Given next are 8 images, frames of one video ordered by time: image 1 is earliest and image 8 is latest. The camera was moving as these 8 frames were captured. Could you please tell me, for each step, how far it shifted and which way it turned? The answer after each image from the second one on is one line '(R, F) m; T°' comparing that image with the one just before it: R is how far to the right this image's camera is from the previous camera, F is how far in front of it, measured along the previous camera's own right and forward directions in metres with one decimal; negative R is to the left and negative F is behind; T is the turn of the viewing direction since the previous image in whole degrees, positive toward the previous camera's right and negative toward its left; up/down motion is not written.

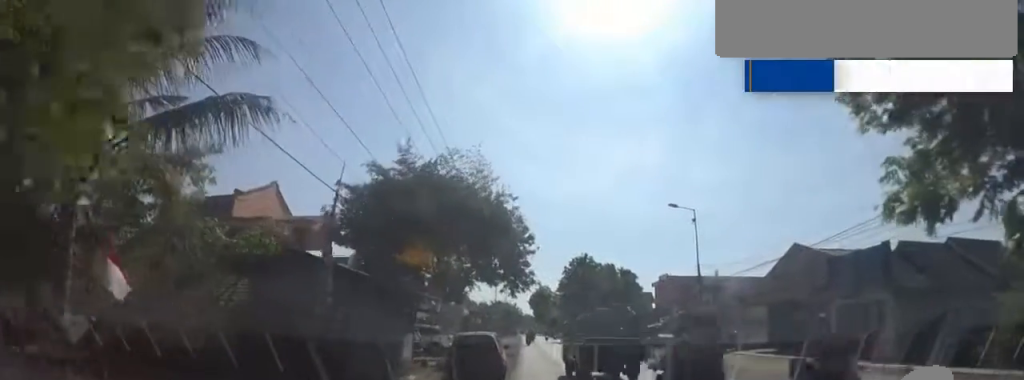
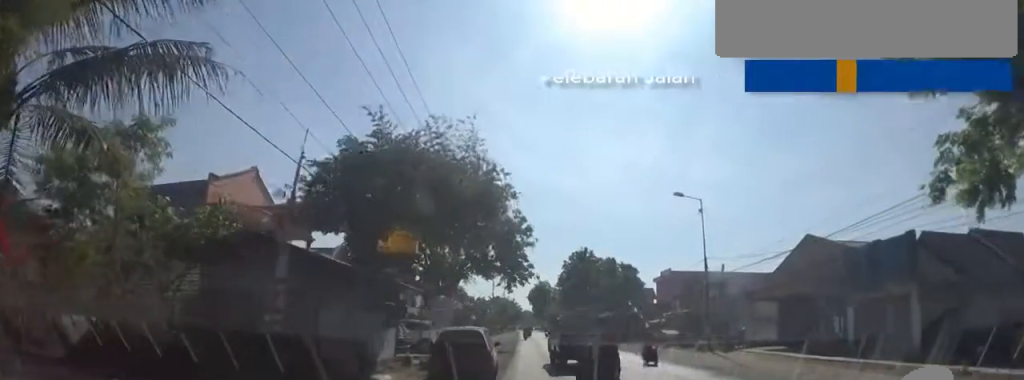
(-0.1, +1.8) m; -1°
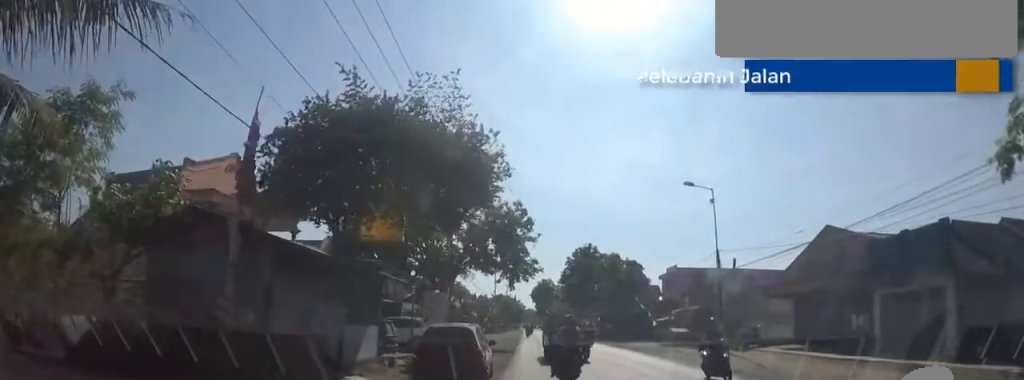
(0.0, +2.0) m; +4°
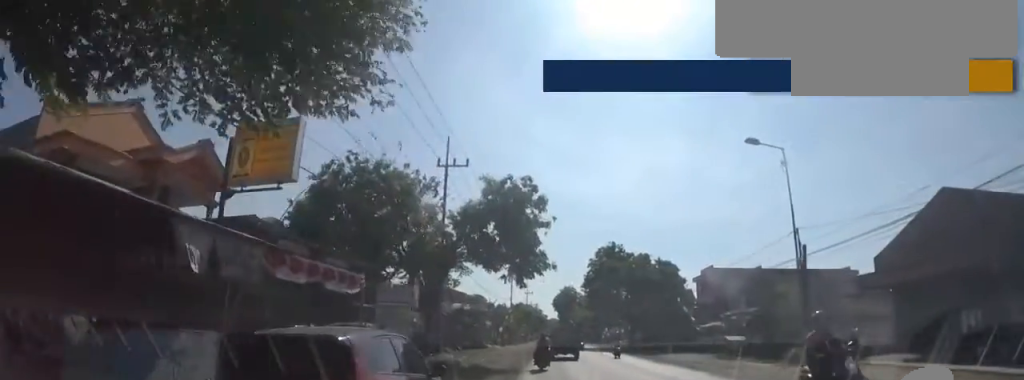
(+1.4, +7.6) m; +9°
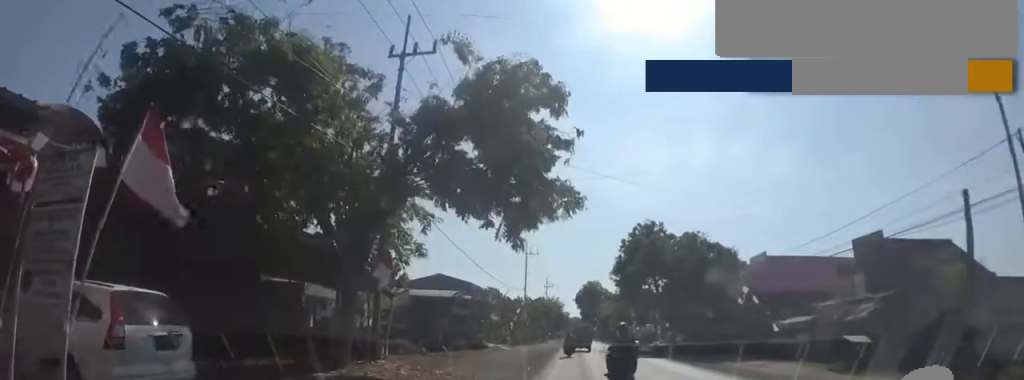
(-1.6, +10.7) m; -13°
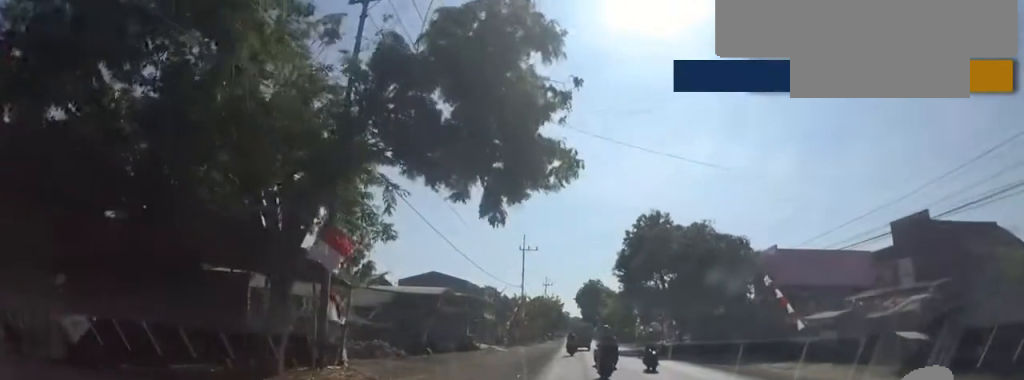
(0.0, +3.2) m; 0°
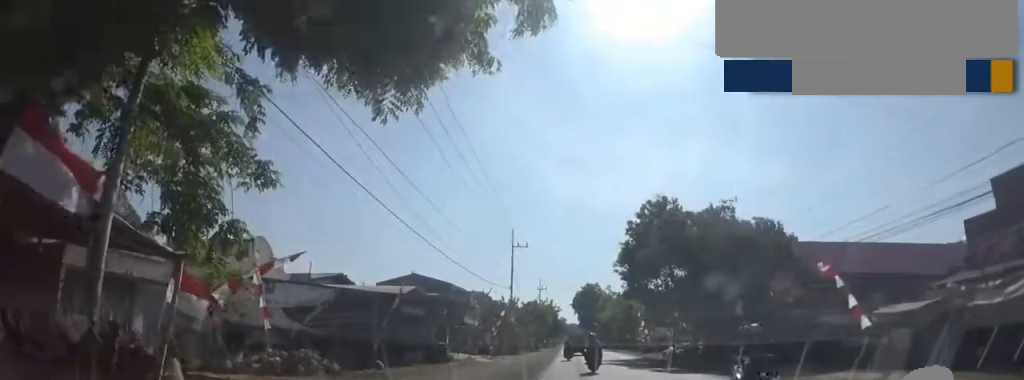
(0.0, +6.3) m; +3°
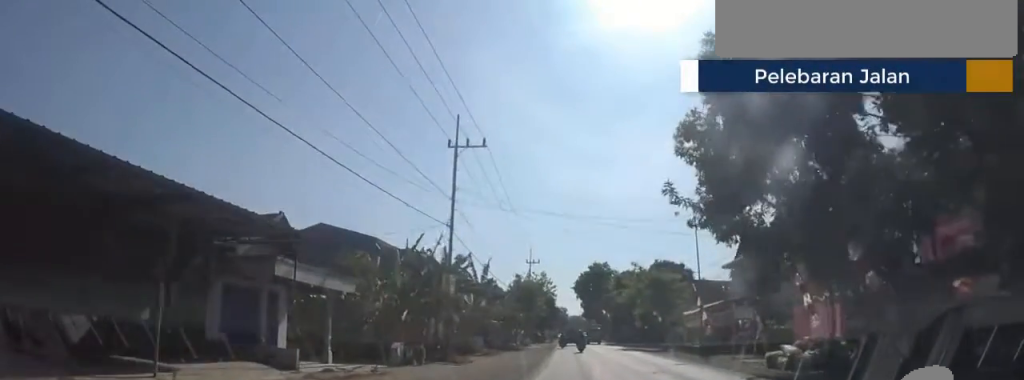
(+2.2, +23.8) m; +6°
